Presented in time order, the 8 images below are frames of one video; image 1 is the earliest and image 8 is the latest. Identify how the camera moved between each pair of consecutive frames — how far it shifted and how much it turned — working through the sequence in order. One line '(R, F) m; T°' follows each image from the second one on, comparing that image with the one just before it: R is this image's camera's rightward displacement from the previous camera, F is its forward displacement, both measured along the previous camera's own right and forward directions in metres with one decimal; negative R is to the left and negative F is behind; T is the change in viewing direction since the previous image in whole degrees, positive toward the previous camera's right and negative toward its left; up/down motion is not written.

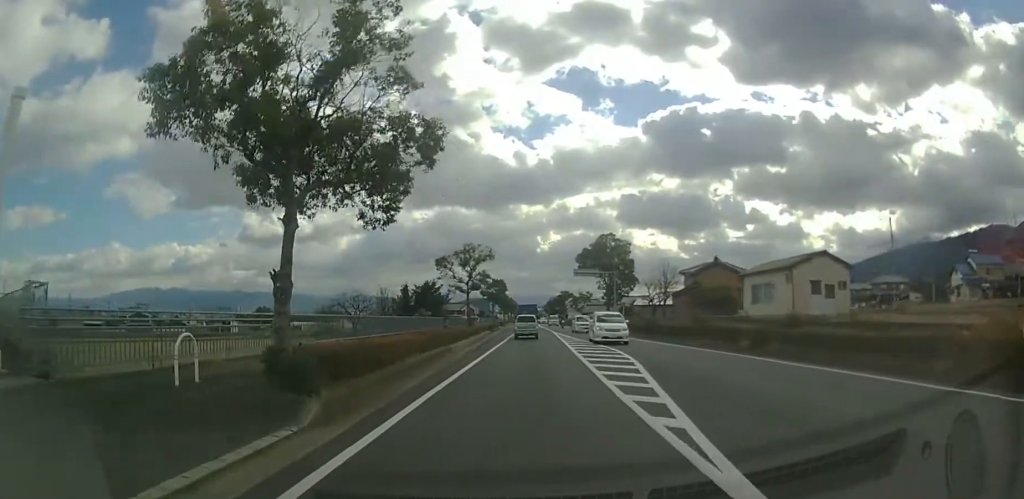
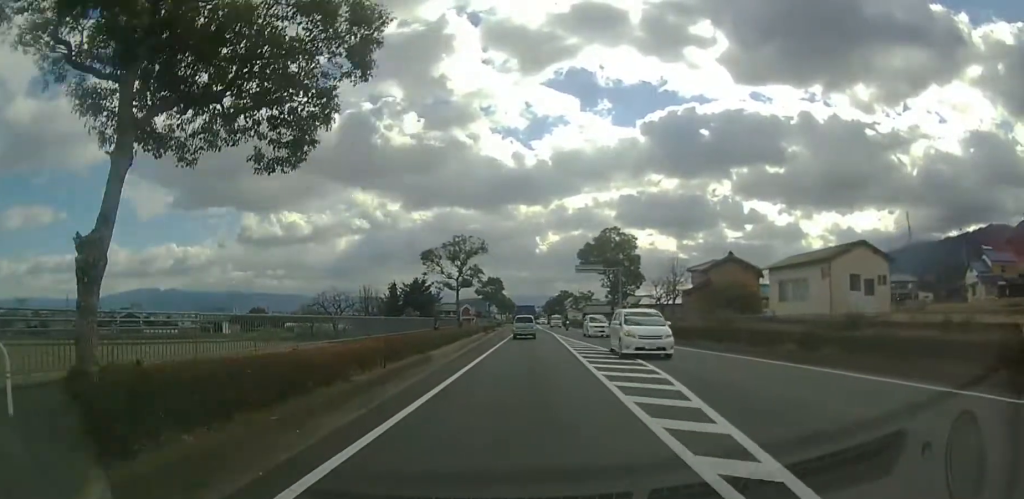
(0.0, +4.0) m; 0°
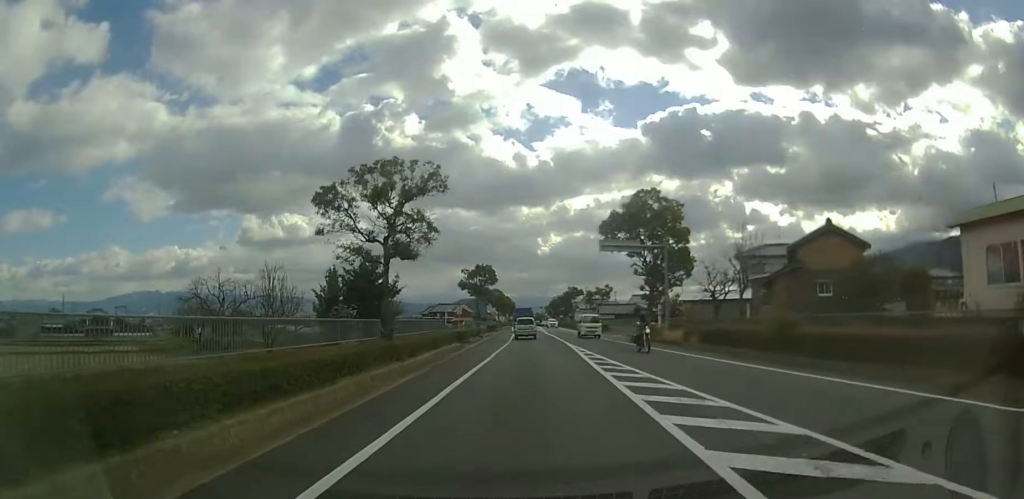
(+0.1, +15.0) m; 0°
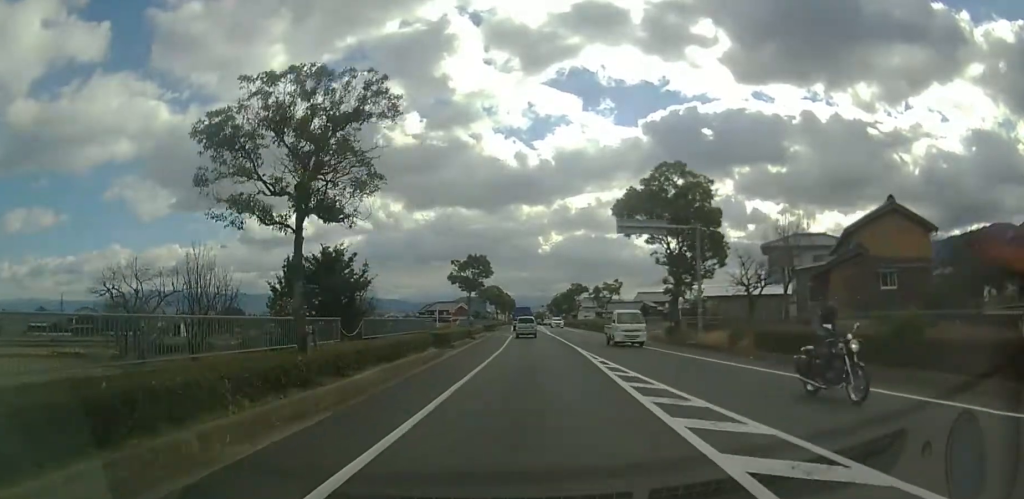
(-0.1, +5.7) m; 0°
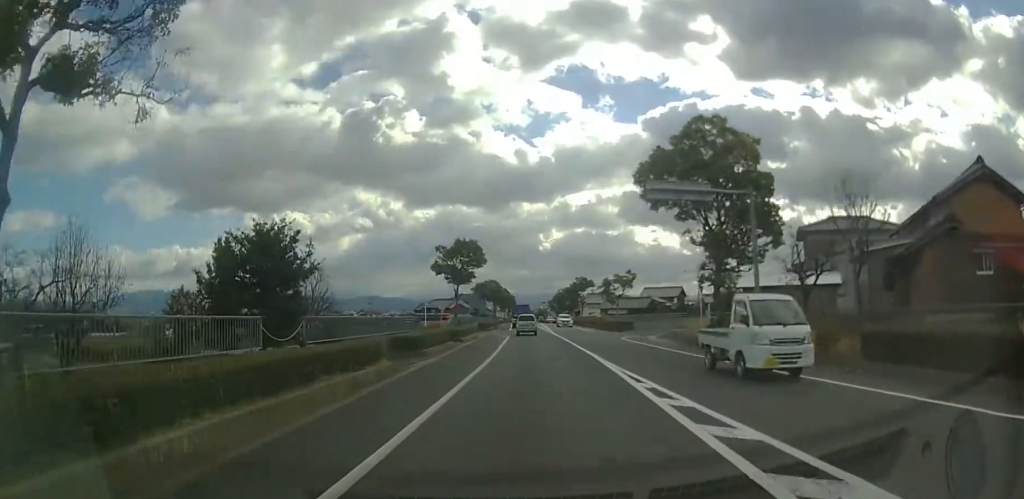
(0.0, +6.5) m; 0°
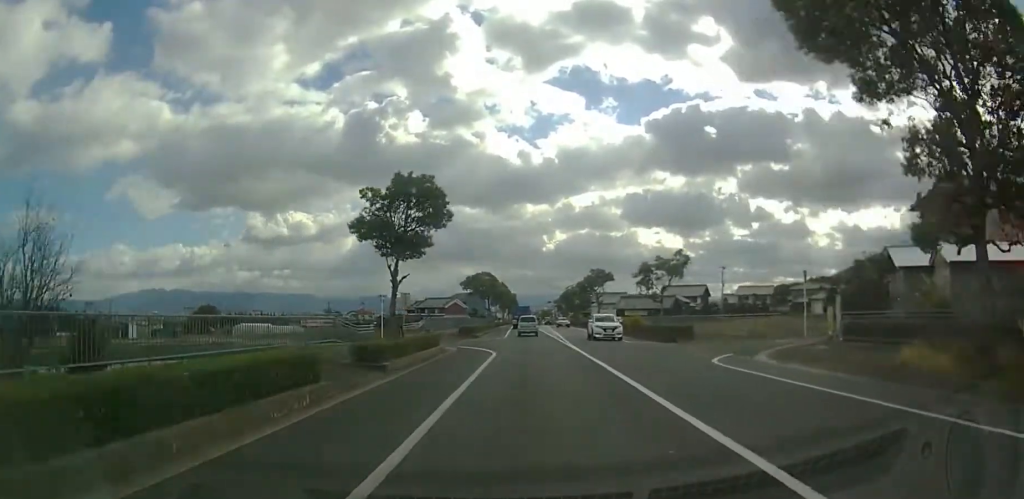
(-0.1, +14.7) m; -1°
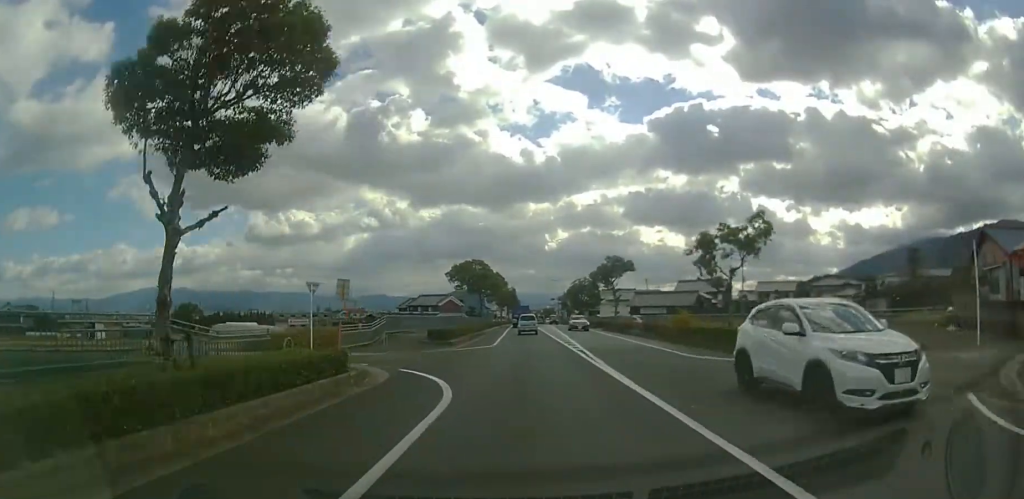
(0.0, +11.8) m; 0°
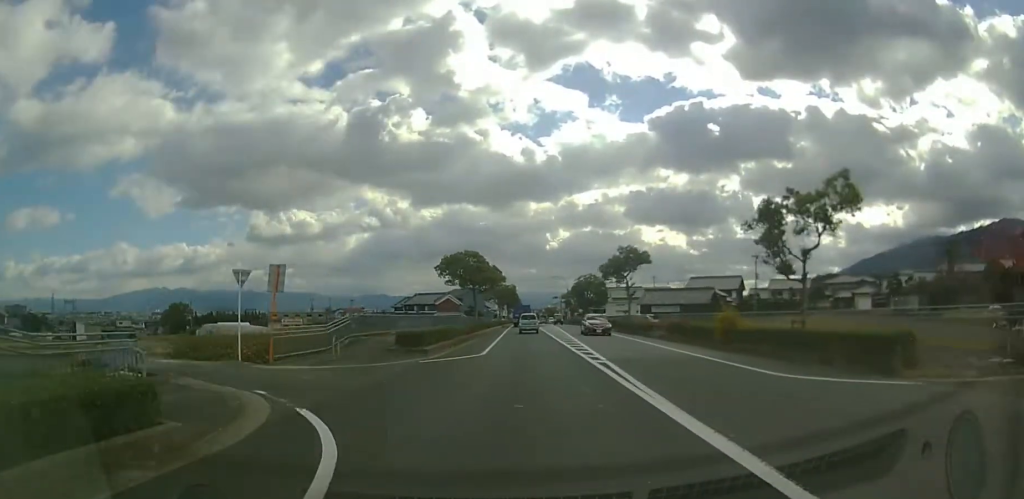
(0.0, +6.6) m; 0°
